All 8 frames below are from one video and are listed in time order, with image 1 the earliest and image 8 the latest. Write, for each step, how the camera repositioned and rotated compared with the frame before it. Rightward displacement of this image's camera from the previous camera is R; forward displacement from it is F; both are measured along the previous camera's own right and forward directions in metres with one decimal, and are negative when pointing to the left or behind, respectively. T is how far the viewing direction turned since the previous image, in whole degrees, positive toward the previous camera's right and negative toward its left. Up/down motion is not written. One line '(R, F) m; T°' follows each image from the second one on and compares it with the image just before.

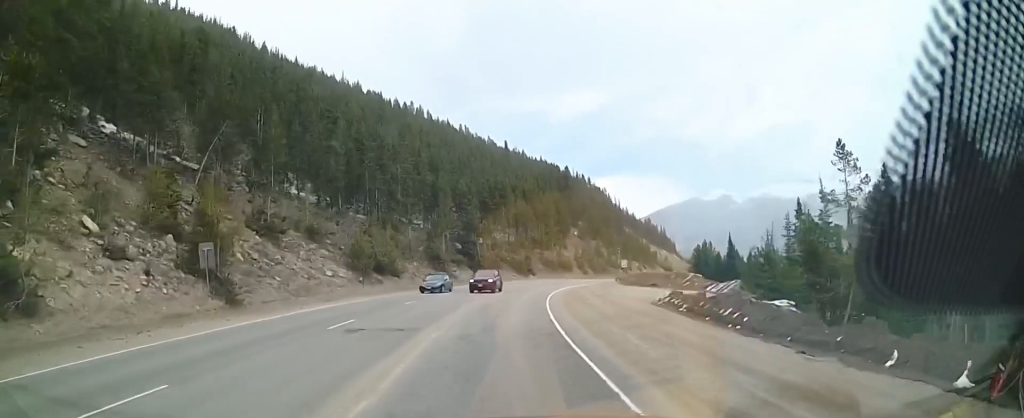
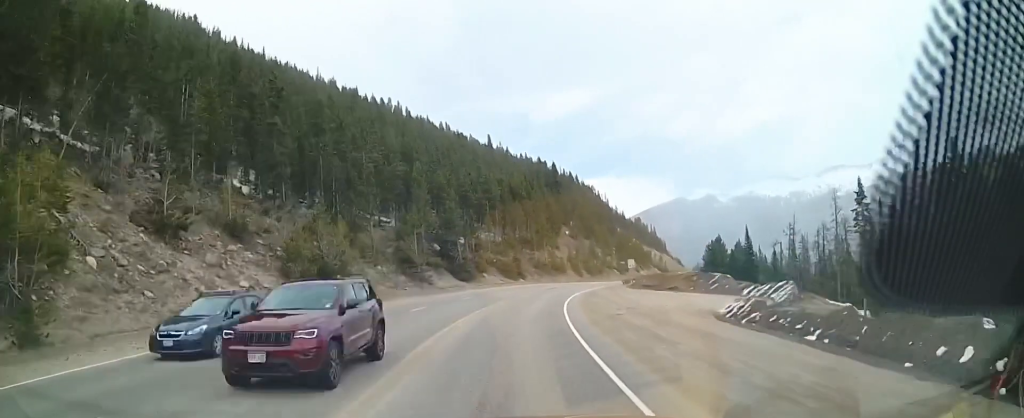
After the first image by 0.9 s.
(-0.3, +14.7) m; +1°
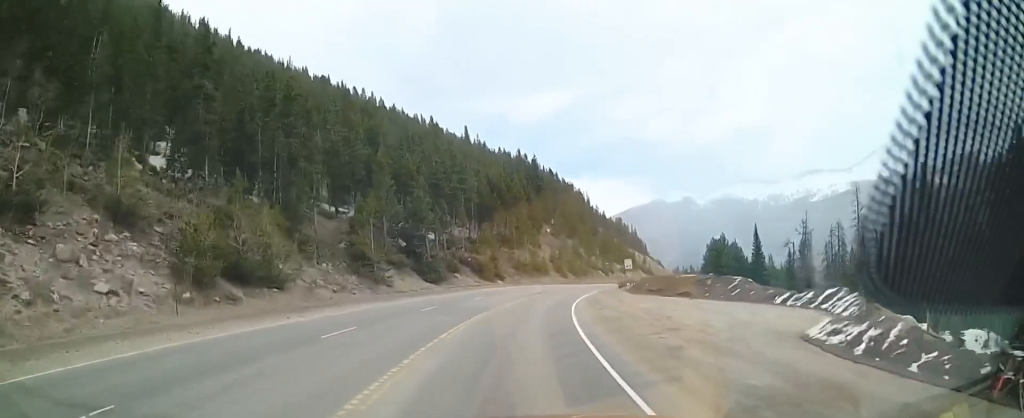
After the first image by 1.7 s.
(+0.3, +12.0) m; +2°
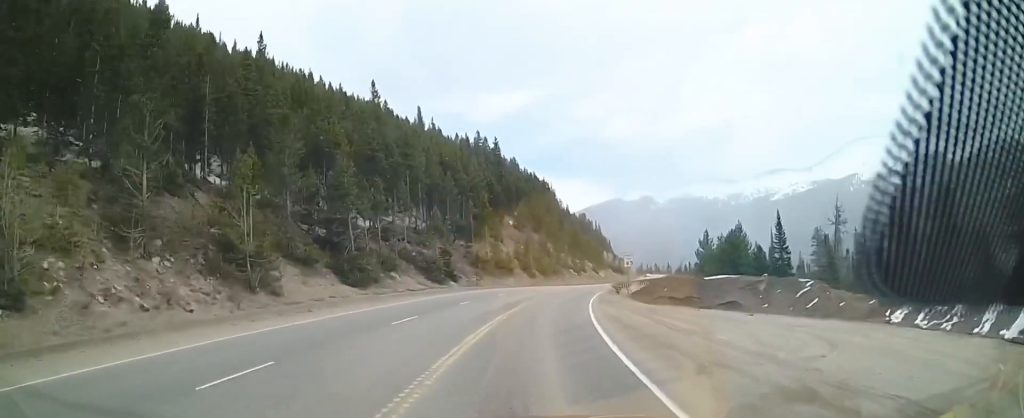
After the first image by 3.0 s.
(+0.3, +20.0) m; +3°
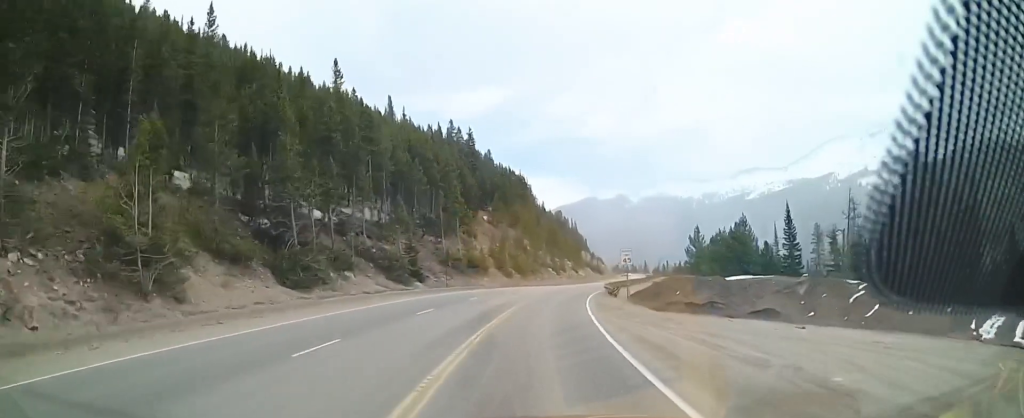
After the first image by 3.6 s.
(+0.3, +8.5) m; +4°
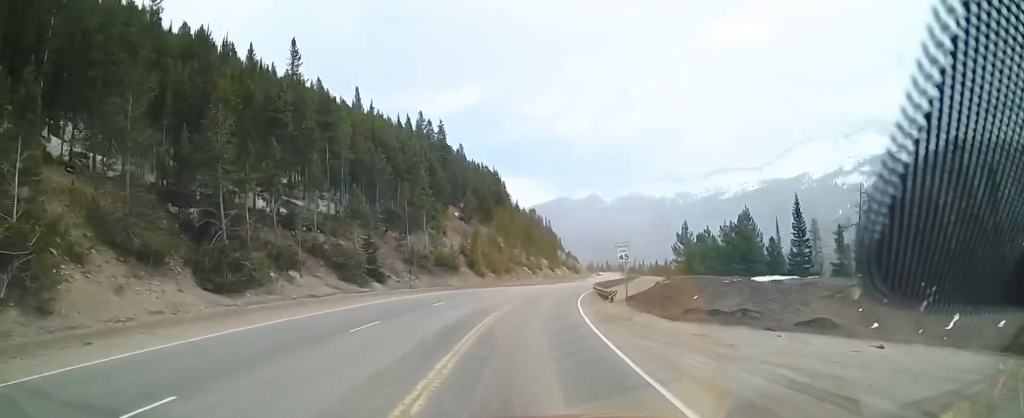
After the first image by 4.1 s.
(-0.1, +7.5) m; +3°
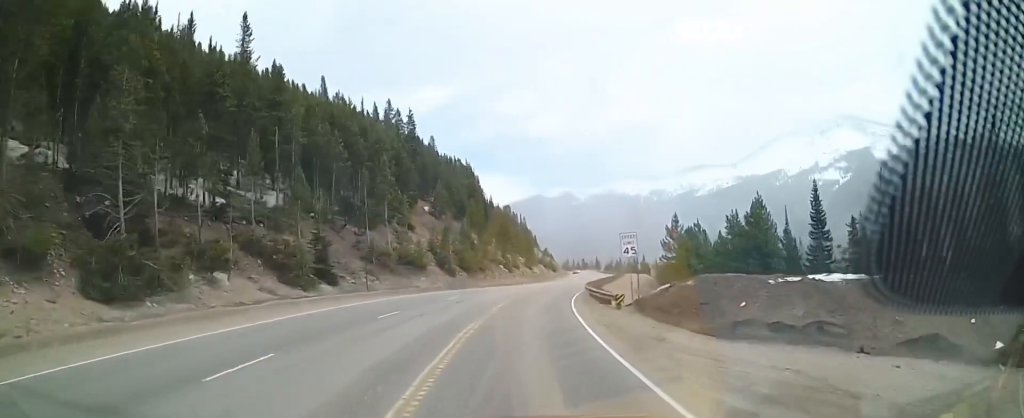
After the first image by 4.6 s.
(+0.6, +7.9) m; +2°
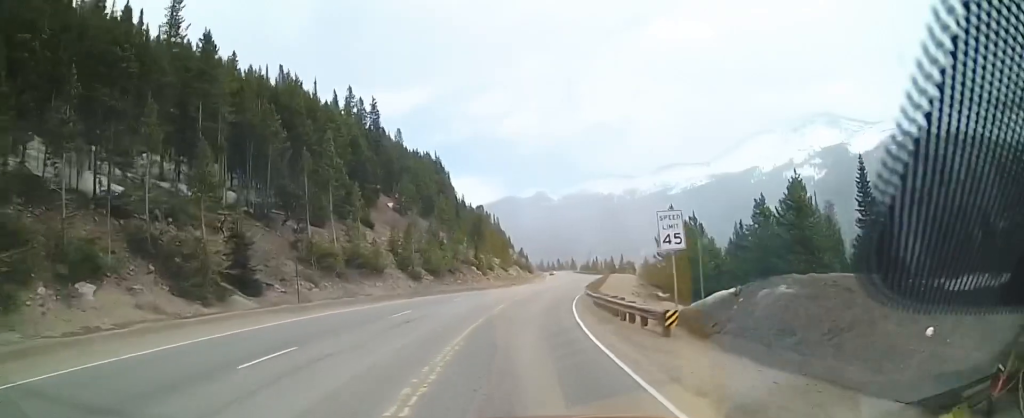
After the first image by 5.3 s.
(+0.3, +10.4) m; +2°
